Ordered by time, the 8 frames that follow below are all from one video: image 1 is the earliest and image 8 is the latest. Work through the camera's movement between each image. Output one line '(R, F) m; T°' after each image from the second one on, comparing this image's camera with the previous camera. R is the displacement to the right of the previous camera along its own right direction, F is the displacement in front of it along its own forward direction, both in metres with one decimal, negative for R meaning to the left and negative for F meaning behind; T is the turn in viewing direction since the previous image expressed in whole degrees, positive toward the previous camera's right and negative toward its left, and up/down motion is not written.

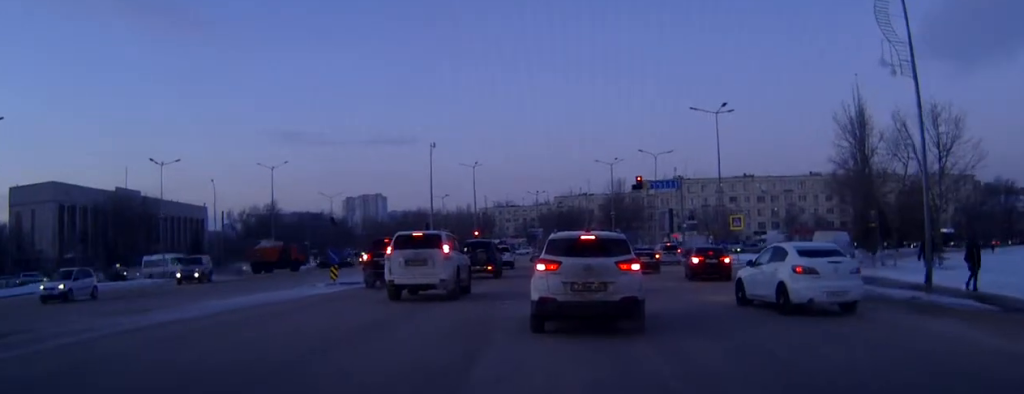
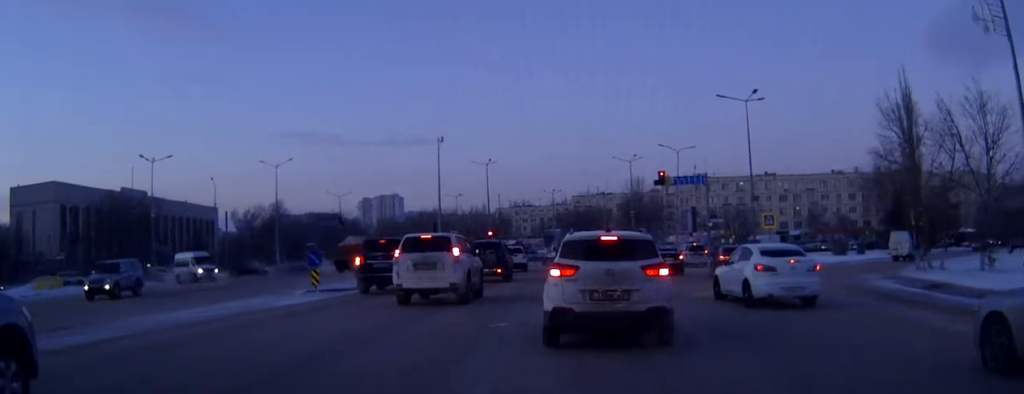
(0.0, +6.2) m; 0°
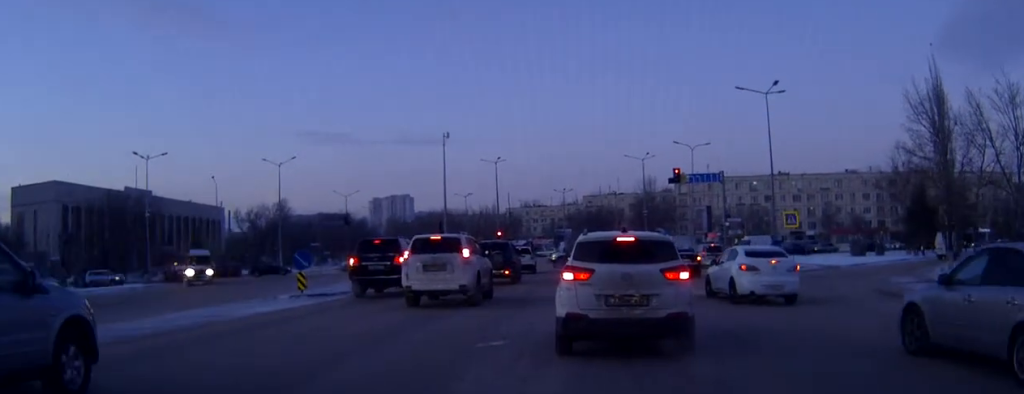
(0.0, +3.7) m; -1°
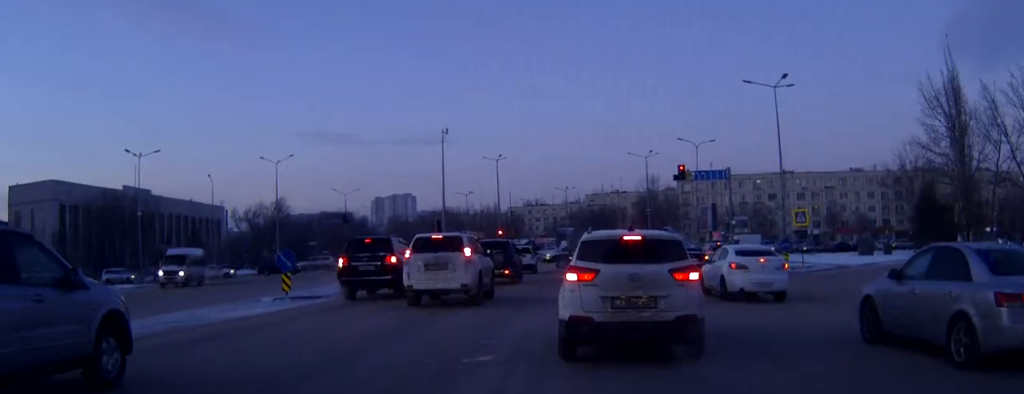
(0.0, +2.3) m; -1°
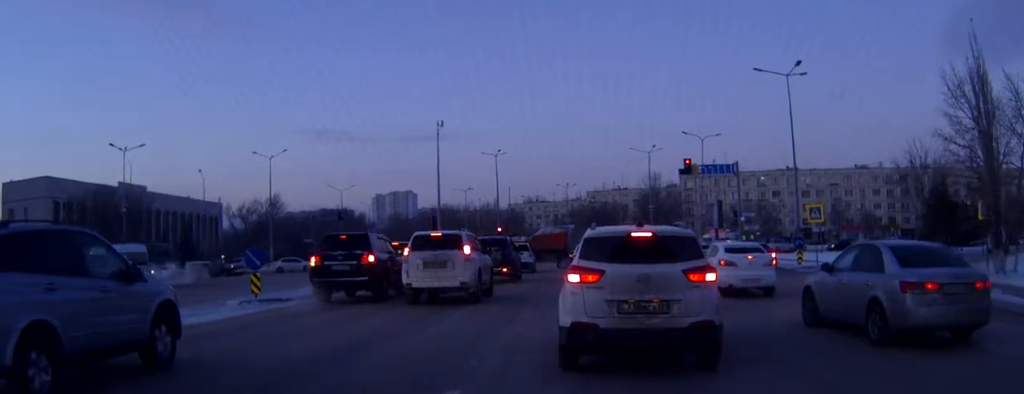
(0.0, +3.4) m; 0°
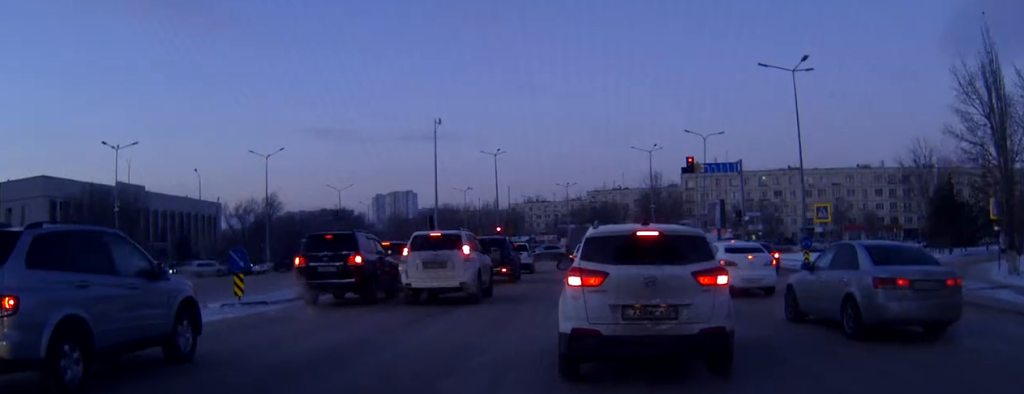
(0.0, +1.6) m; 0°
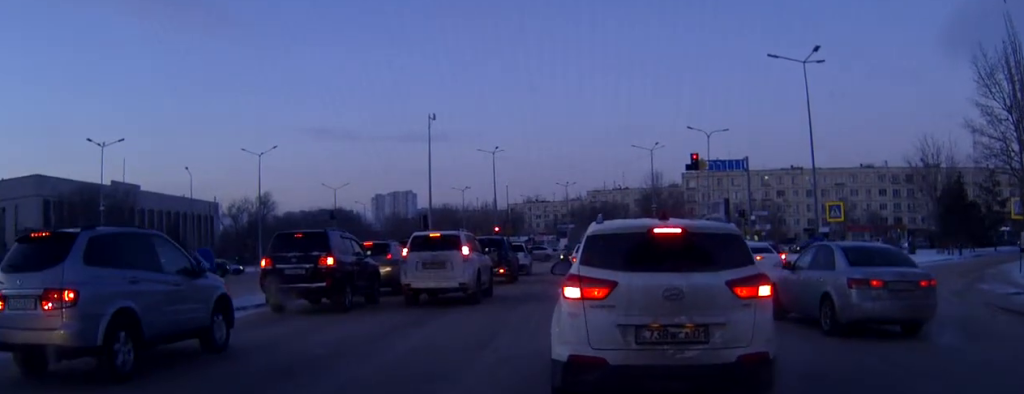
(0.0, +2.9) m; 0°
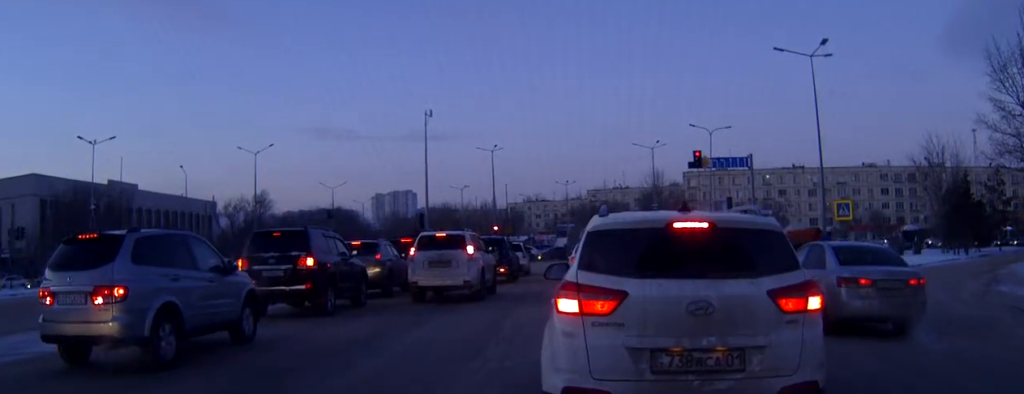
(0.0, +2.1) m; 0°
